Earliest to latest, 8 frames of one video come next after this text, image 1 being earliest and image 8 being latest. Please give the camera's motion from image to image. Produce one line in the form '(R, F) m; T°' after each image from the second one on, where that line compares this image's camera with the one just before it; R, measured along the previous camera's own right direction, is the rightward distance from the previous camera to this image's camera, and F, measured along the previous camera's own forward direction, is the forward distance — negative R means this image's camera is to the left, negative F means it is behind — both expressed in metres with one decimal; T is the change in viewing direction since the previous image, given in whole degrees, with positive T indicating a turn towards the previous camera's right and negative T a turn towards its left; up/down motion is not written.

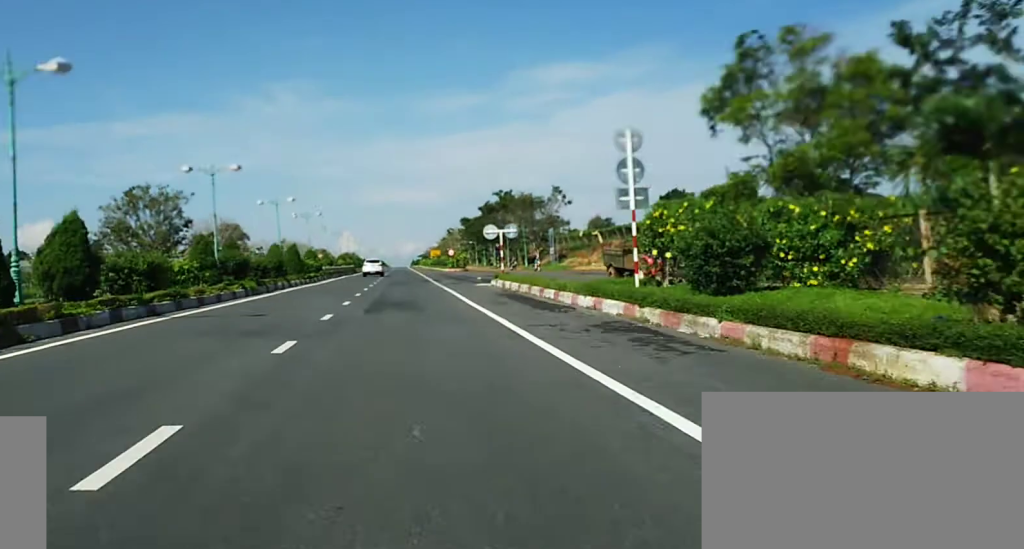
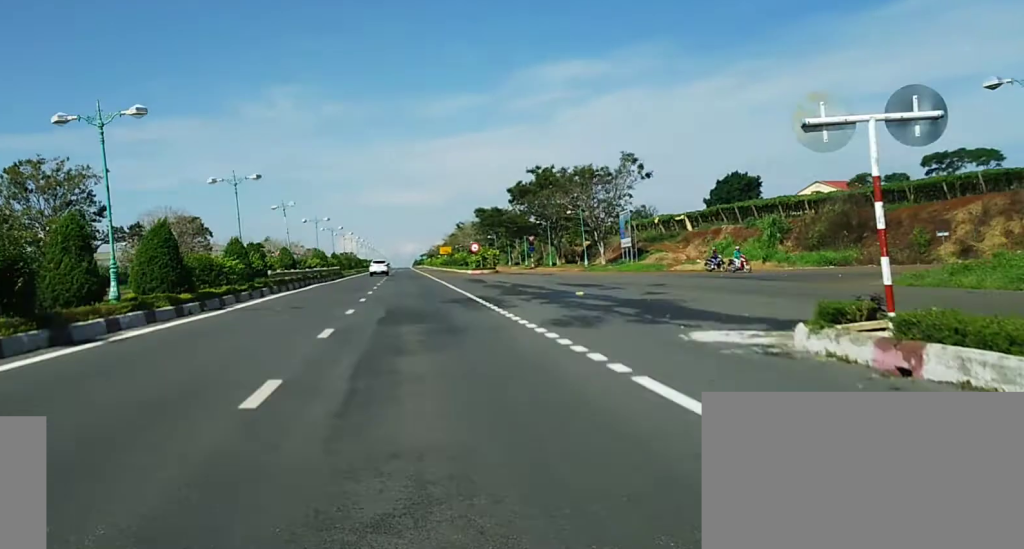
(-0.3, +35.9) m; 0°
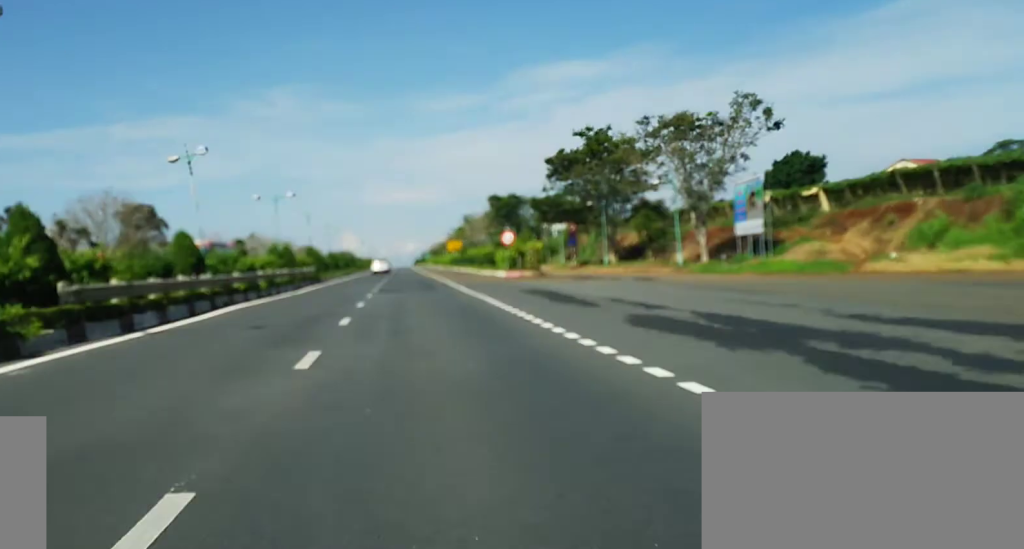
(+0.2, +29.2) m; +1°
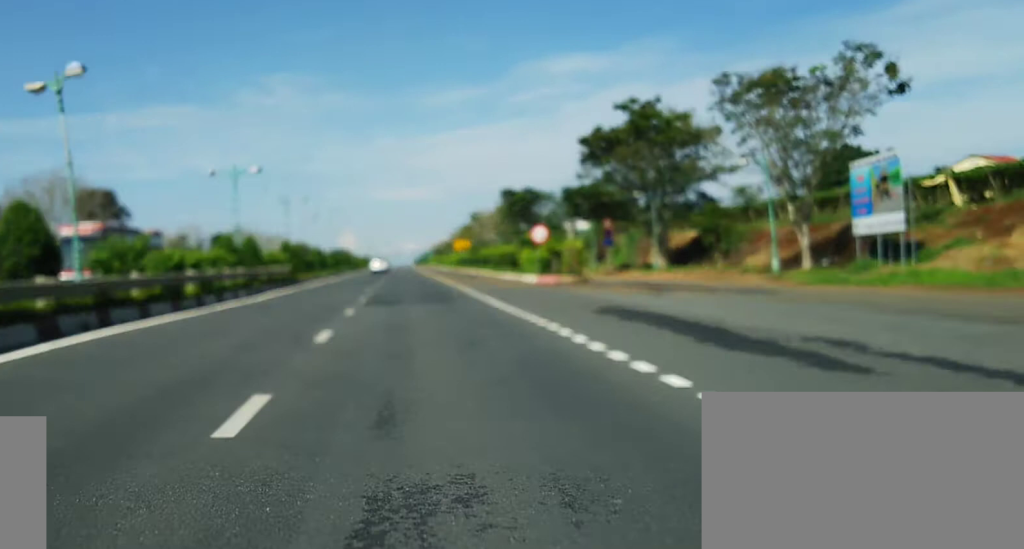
(0.0, +12.9) m; 0°
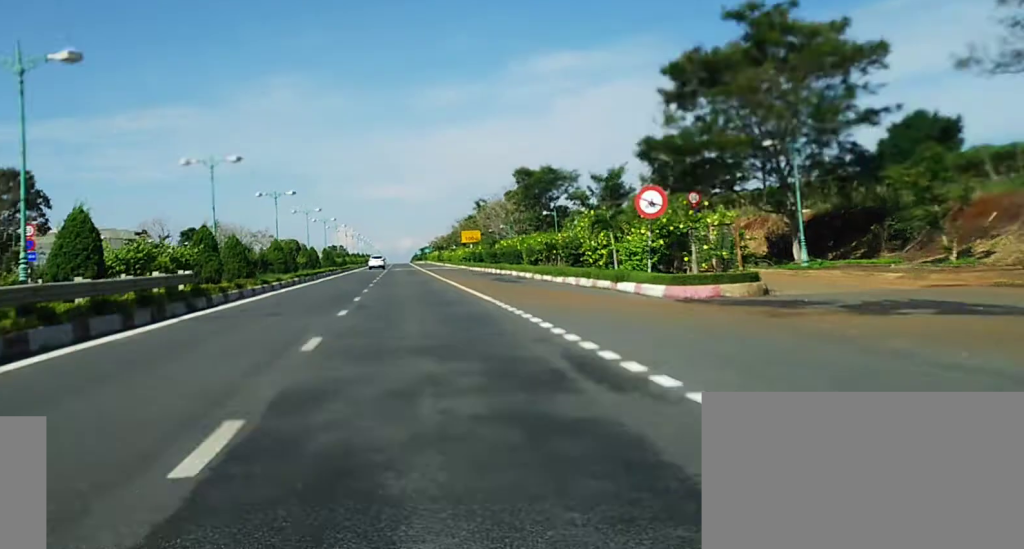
(+0.1, +25.3) m; 0°
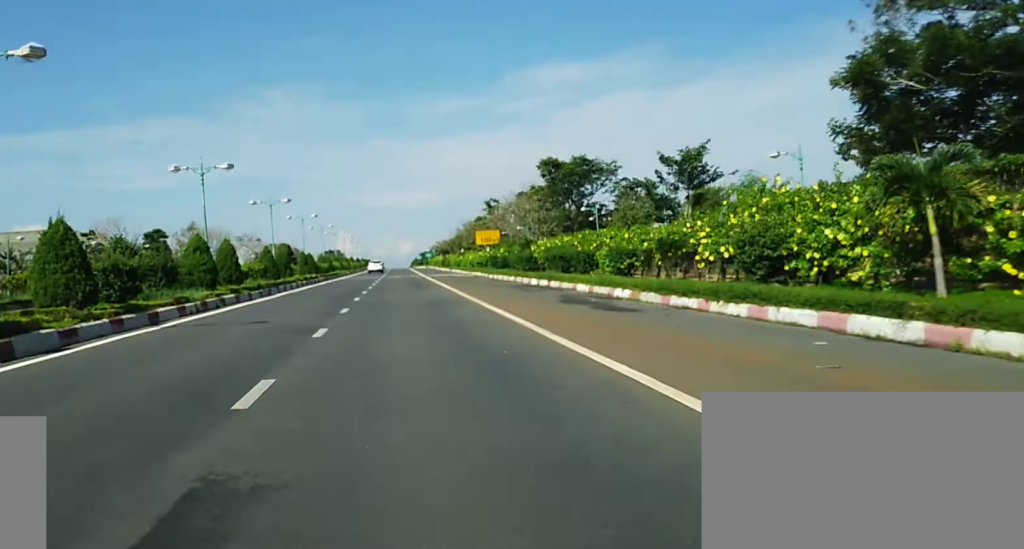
(0.0, +21.8) m; 0°
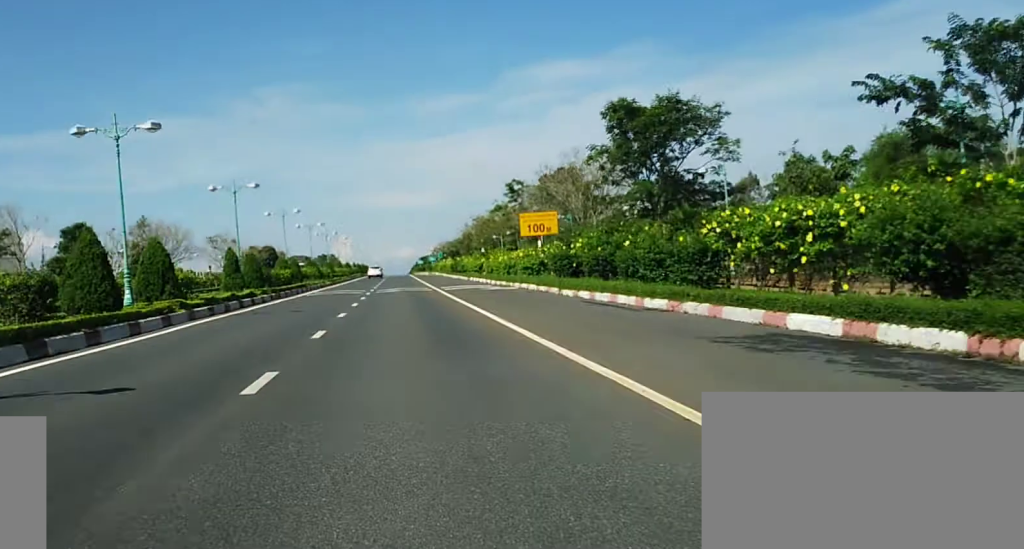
(+0.1, +30.7) m; +1°
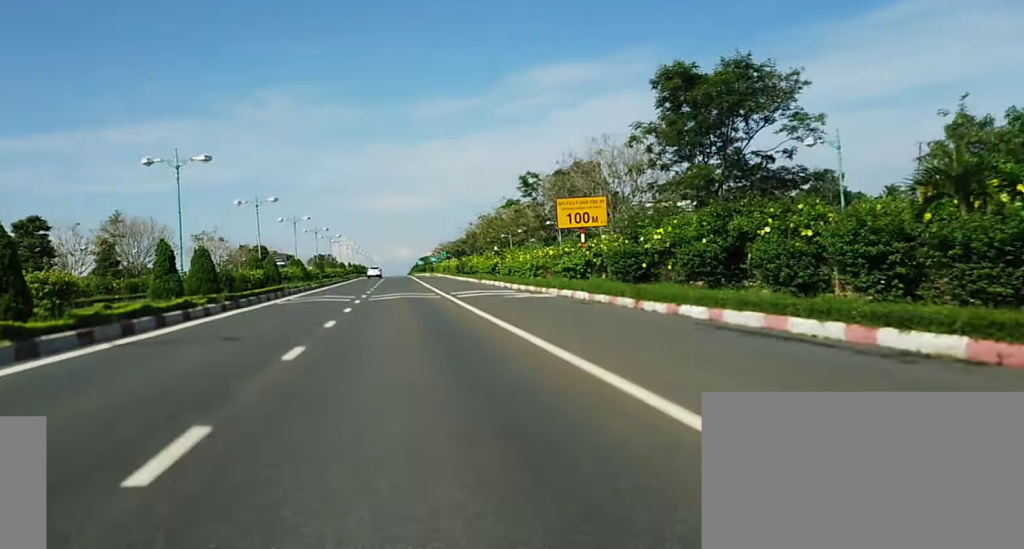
(+0.2, +12.2) m; 0°
